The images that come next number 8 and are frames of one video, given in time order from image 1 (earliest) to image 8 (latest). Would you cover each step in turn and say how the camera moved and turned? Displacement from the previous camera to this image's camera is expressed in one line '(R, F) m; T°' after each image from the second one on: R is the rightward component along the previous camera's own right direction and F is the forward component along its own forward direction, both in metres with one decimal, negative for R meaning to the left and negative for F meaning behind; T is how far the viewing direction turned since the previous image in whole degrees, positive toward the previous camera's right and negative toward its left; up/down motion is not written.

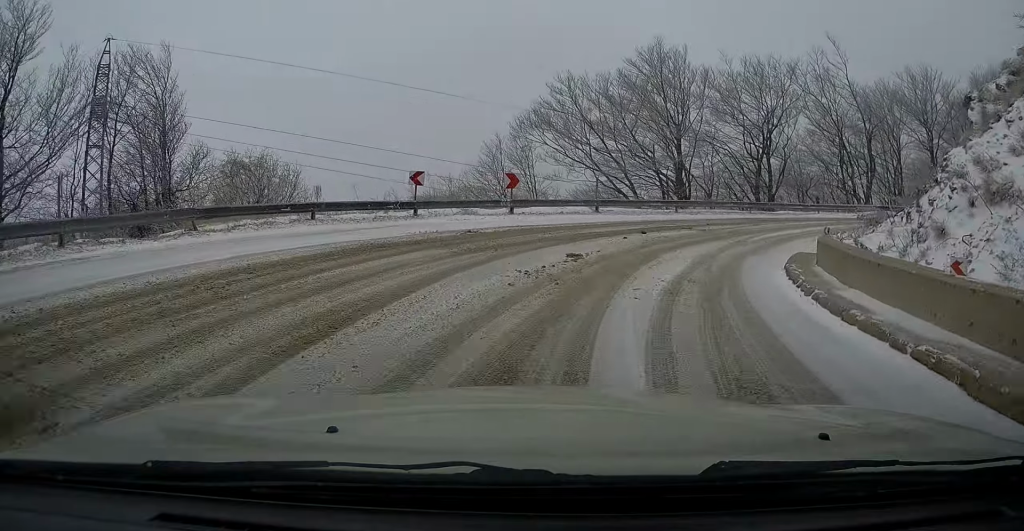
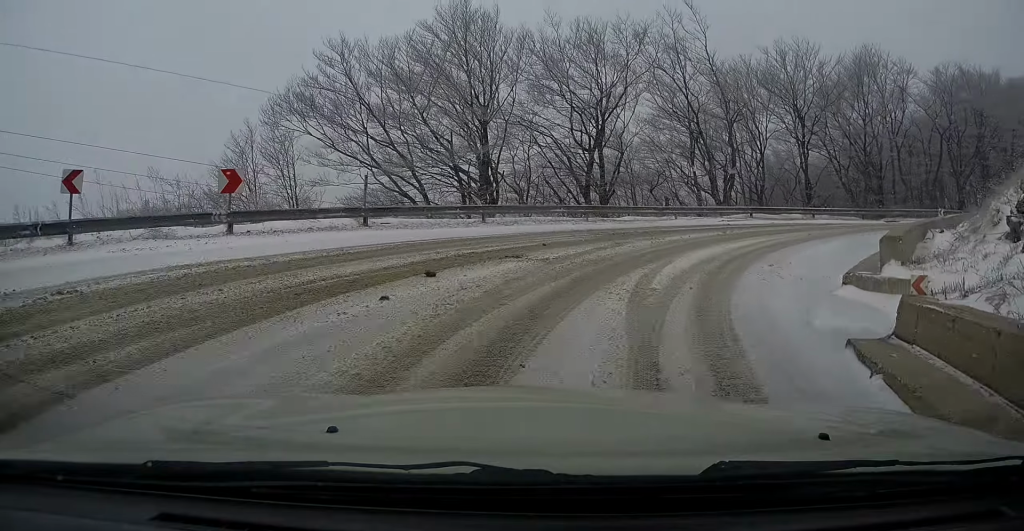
(+1.2, +8.4) m; +15°
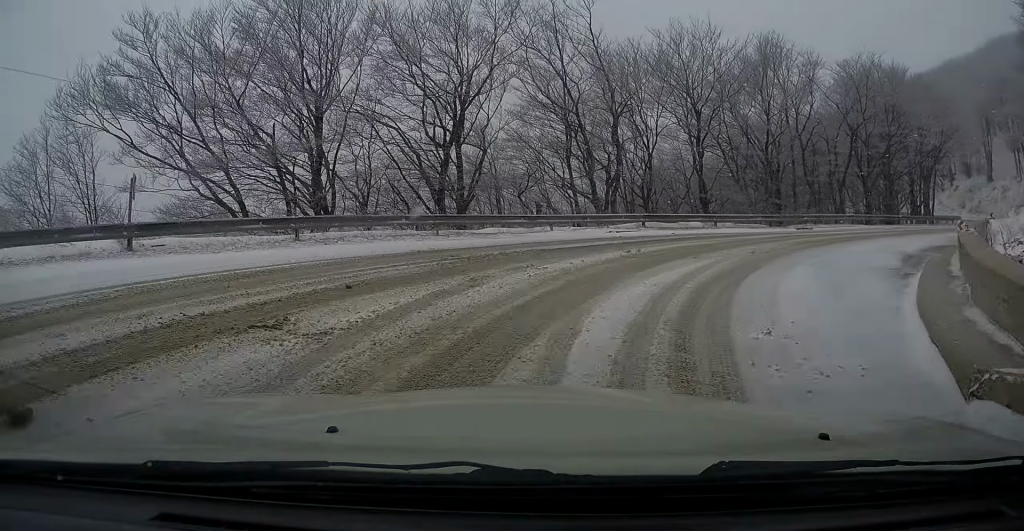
(+0.4, +5.0) m; +11°
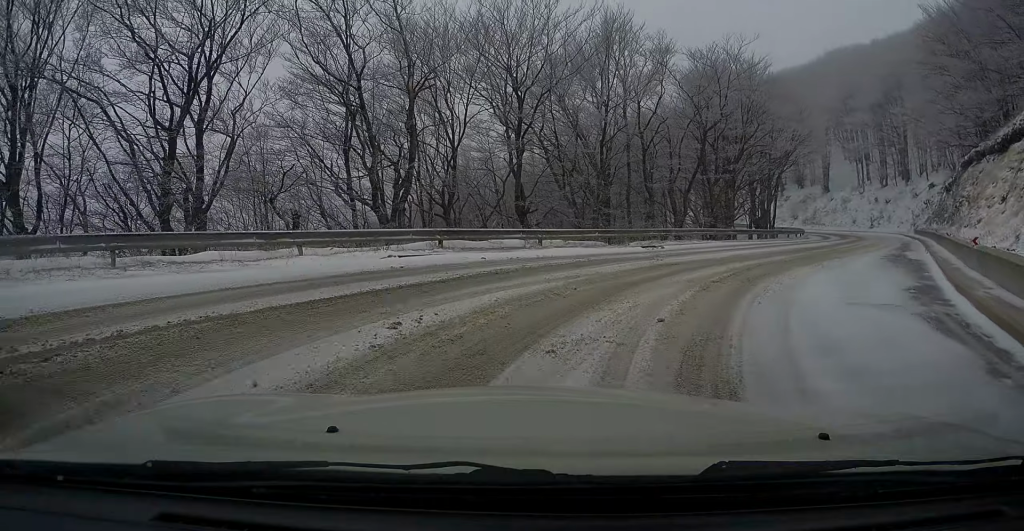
(+0.9, +6.4) m; +19°
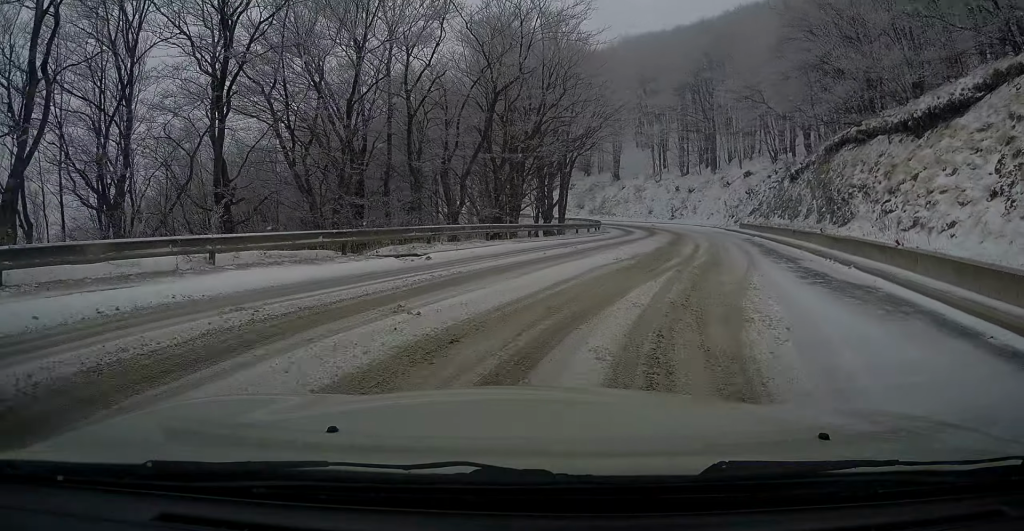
(+1.8, +8.5) m; +20°
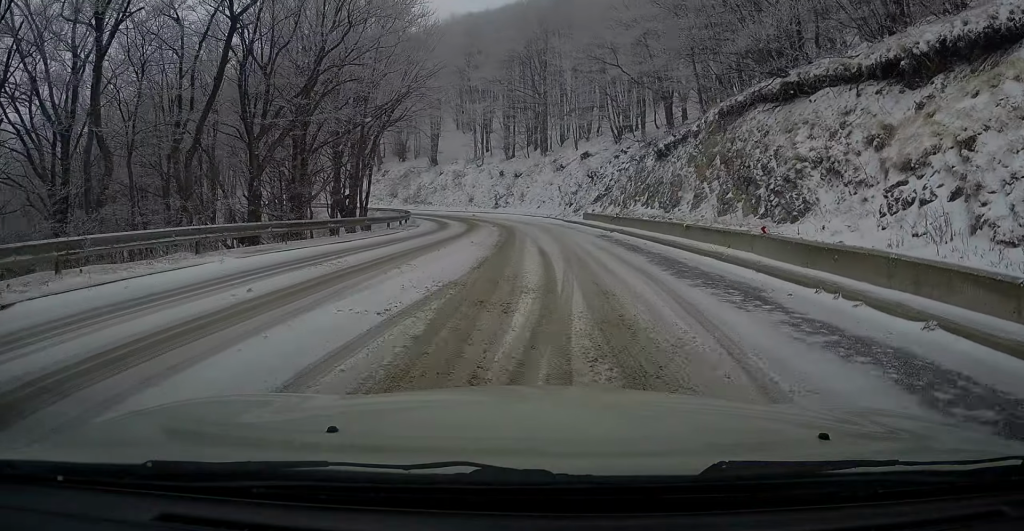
(+1.2, +9.8) m; +11°
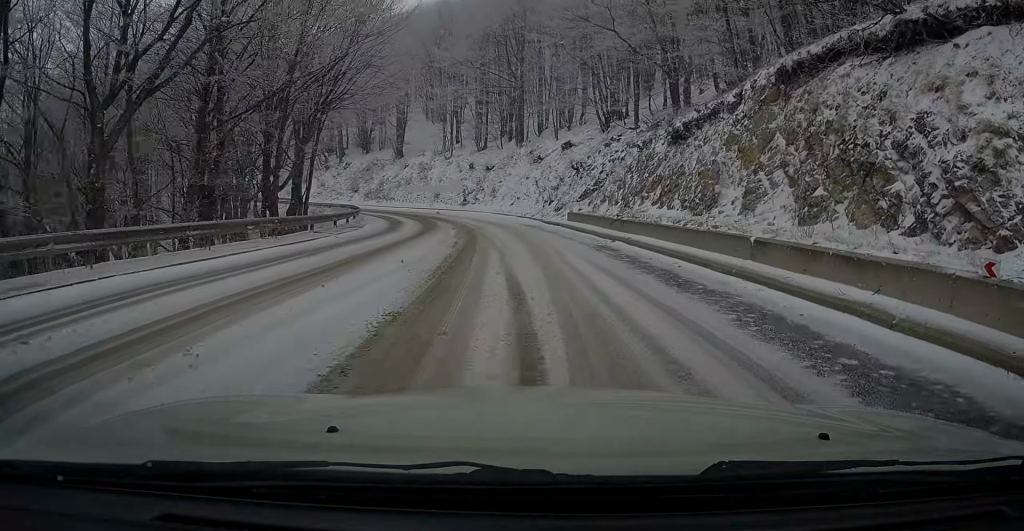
(+0.2, +8.0) m; +3°
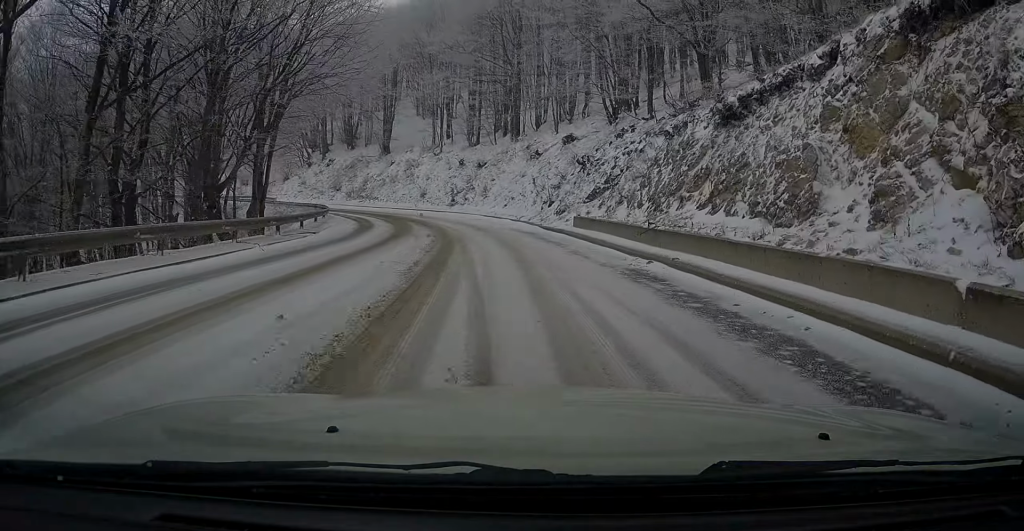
(+0.2, +6.2) m; -1°
